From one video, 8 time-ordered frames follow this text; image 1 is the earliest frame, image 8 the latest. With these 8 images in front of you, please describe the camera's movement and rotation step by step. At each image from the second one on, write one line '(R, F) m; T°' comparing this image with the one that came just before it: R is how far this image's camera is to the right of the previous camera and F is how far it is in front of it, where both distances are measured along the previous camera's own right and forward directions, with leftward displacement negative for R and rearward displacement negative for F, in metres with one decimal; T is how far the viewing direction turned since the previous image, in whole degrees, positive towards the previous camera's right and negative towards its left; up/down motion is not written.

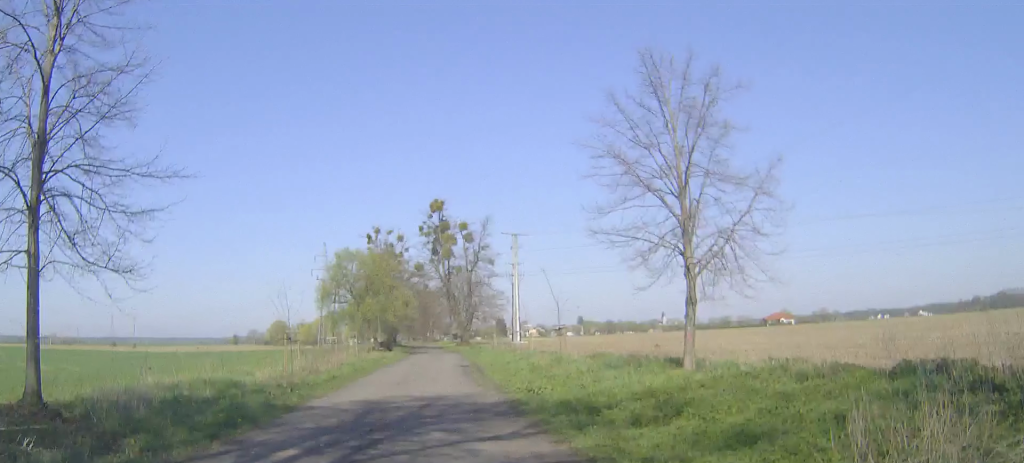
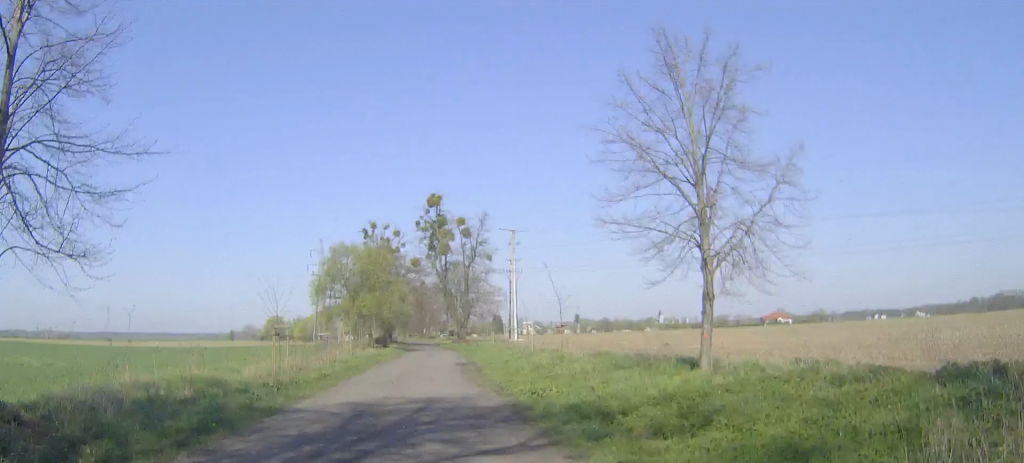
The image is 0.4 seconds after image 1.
(0.0, +1.2) m; 0°
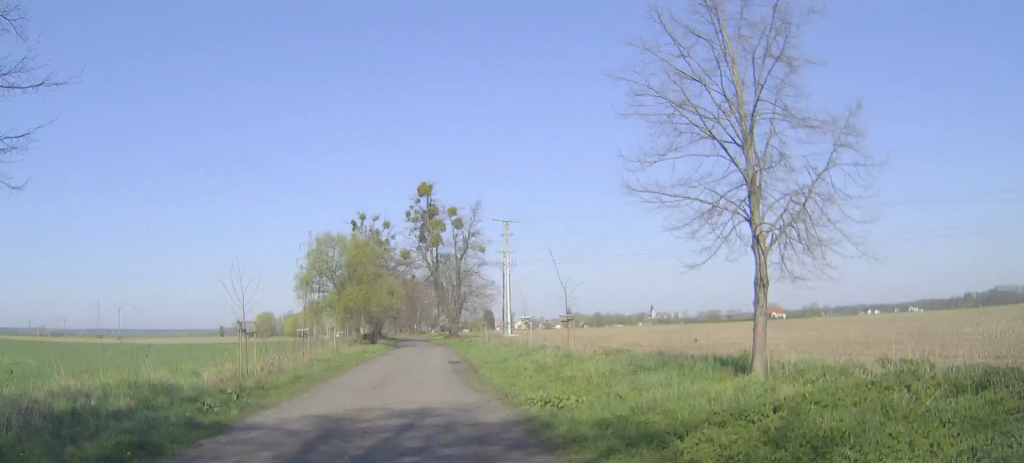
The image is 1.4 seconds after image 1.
(0.0, +2.9) m; +1°
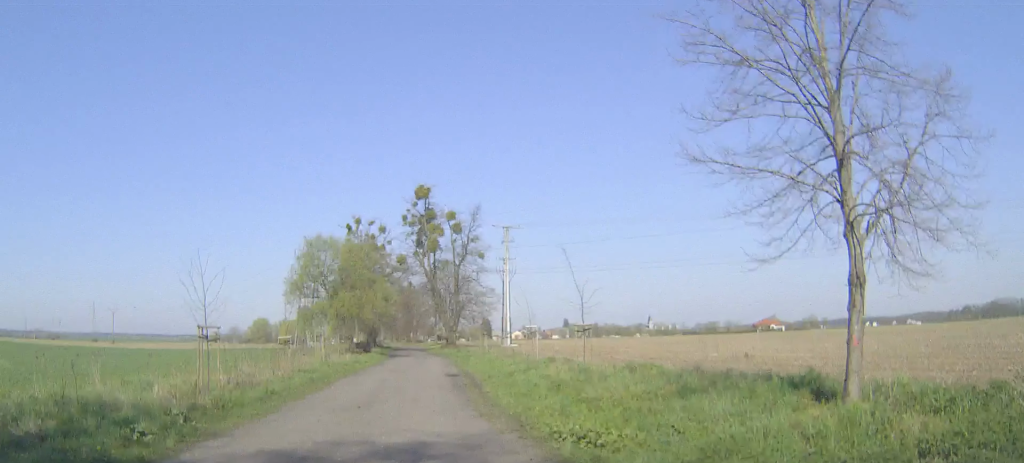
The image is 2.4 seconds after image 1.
(0.0, +3.0) m; 0°
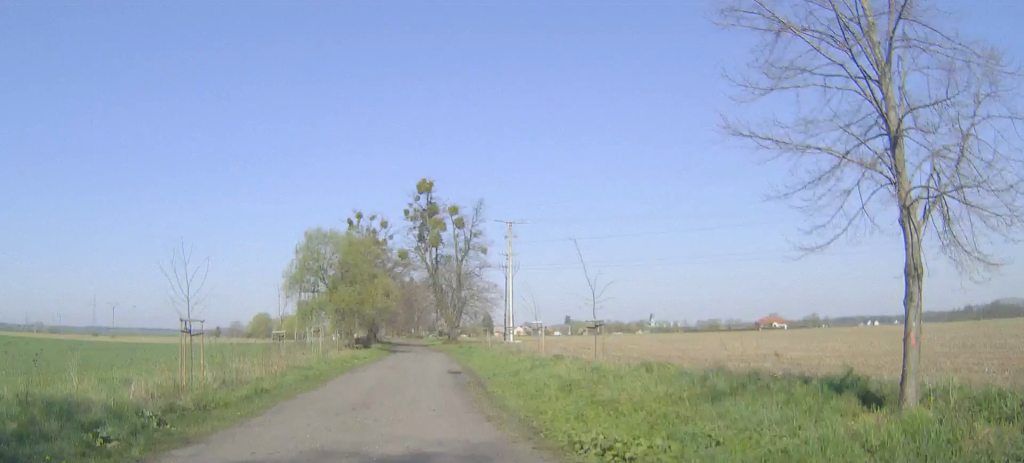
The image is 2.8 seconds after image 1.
(0.0, +1.2) m; 0°
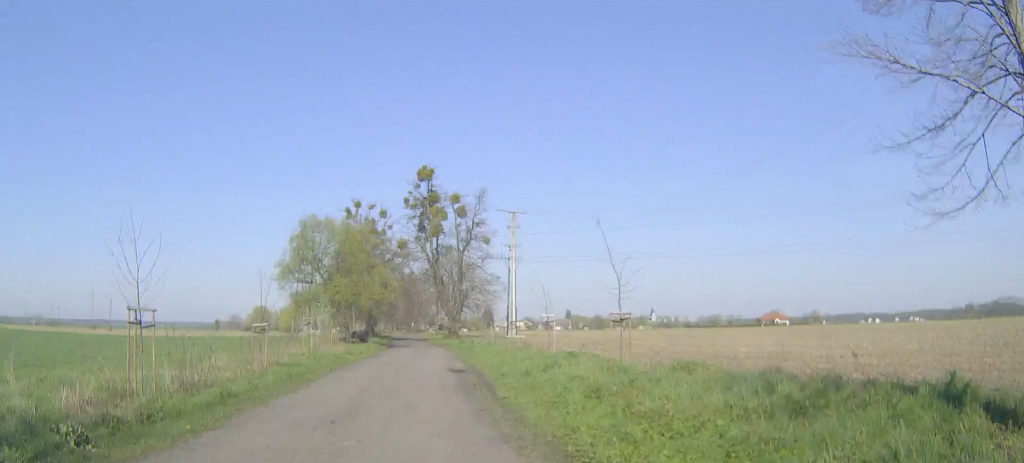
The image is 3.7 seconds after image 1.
(0.0, +2.6) m; +1°
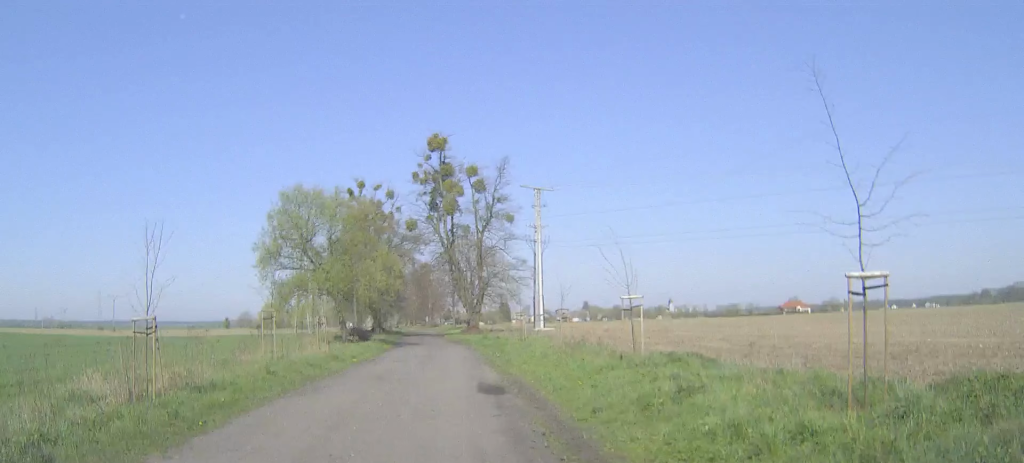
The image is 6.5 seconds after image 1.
(0.0, +9.7) m; -1°
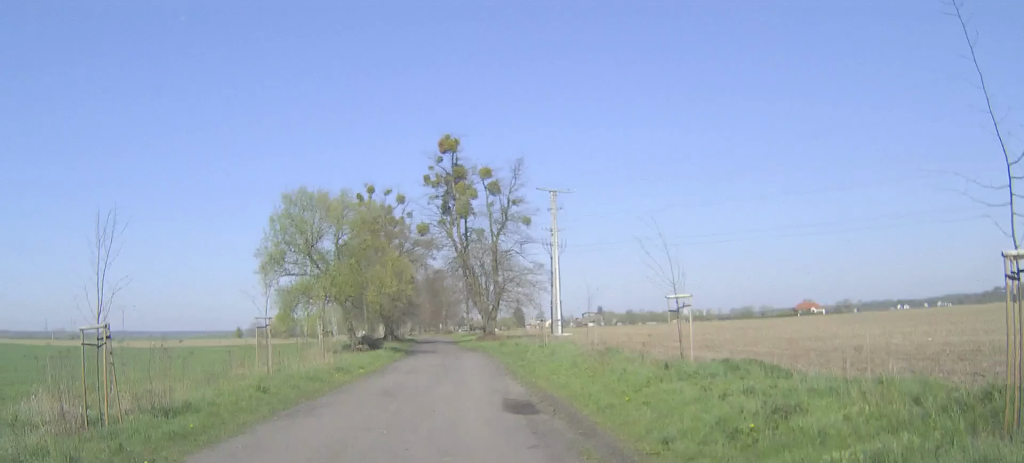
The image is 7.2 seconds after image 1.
(0.0, +2.4) m; 0°
